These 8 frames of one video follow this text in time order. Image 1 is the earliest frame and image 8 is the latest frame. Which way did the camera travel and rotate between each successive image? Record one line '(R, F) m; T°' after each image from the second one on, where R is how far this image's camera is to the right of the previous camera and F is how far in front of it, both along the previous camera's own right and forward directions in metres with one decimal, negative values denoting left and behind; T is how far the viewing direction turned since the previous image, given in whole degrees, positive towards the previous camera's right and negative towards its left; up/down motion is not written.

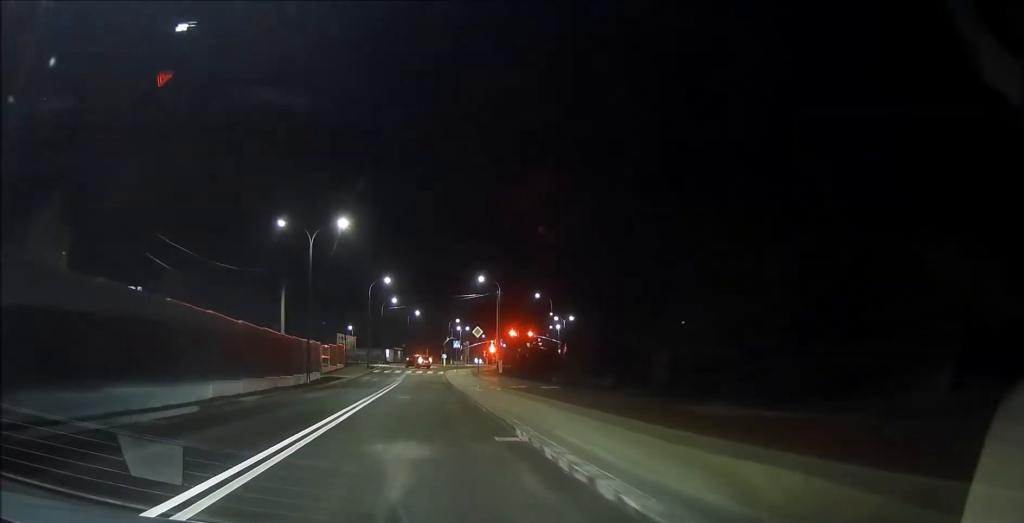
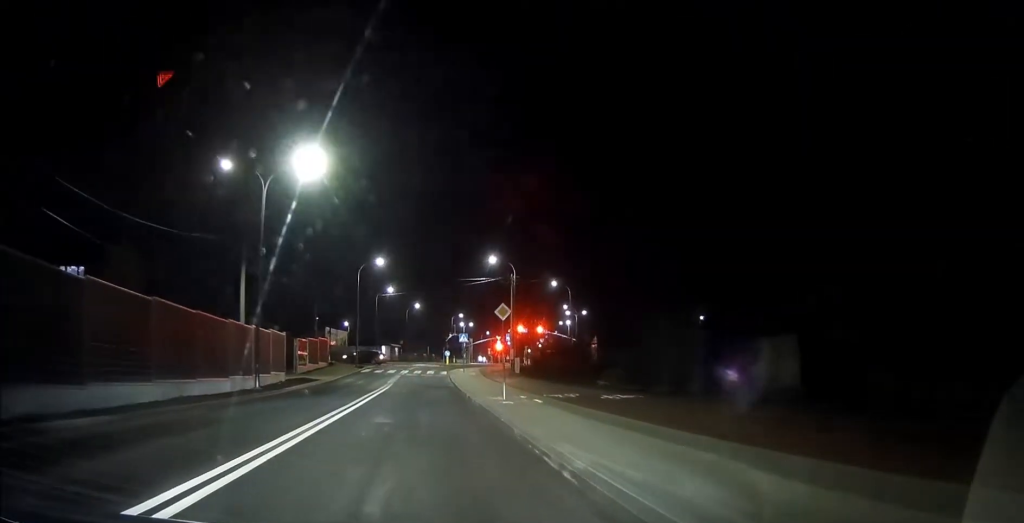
(-0.1, +11.9) m; -1°
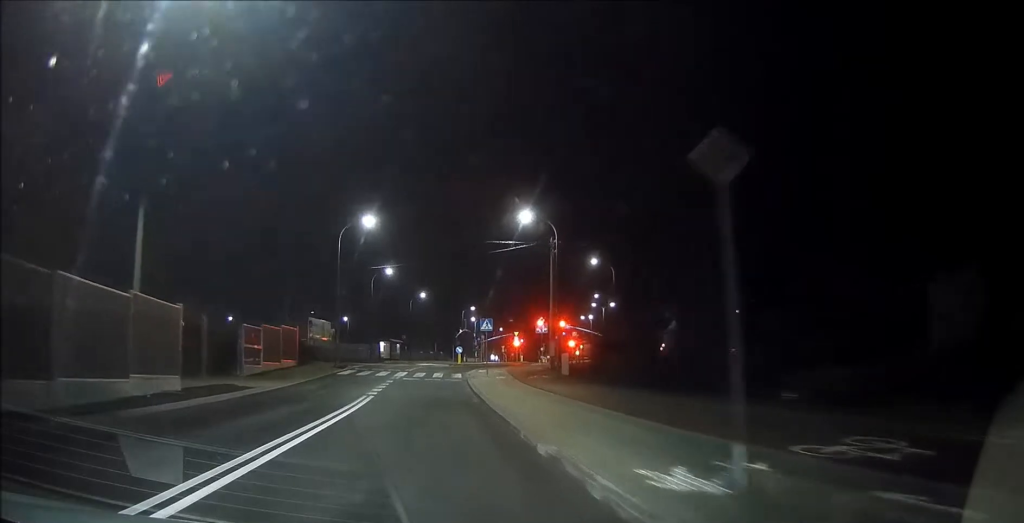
(+0.1, +15.8) m; +1°
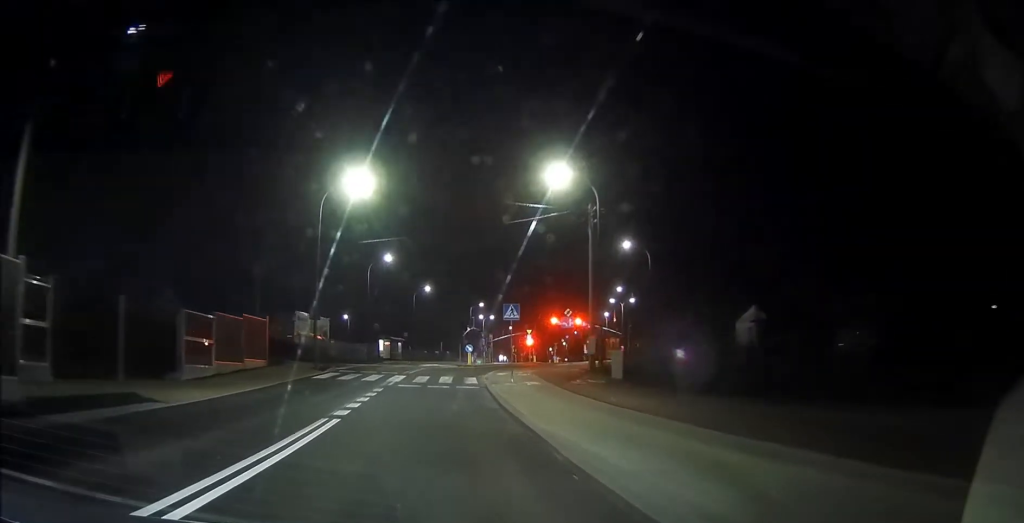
(0.0, +9.1) m; 0°
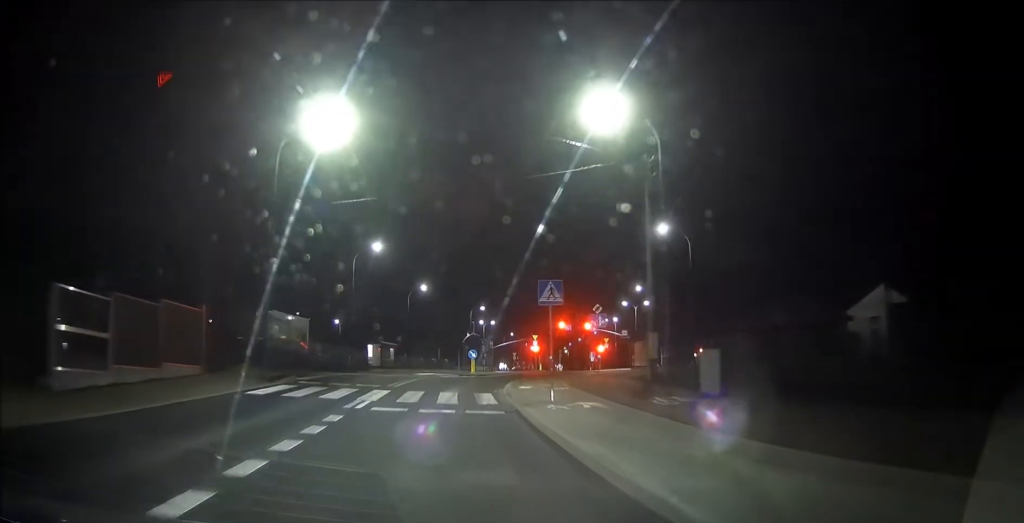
(0.0, +9.5) m; +1°
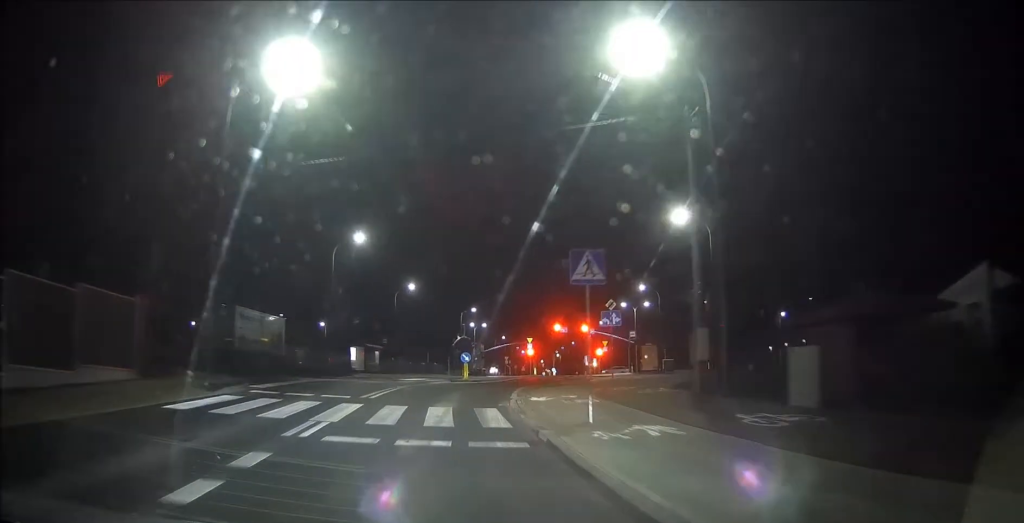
(0.0, +5.4) m; 0°
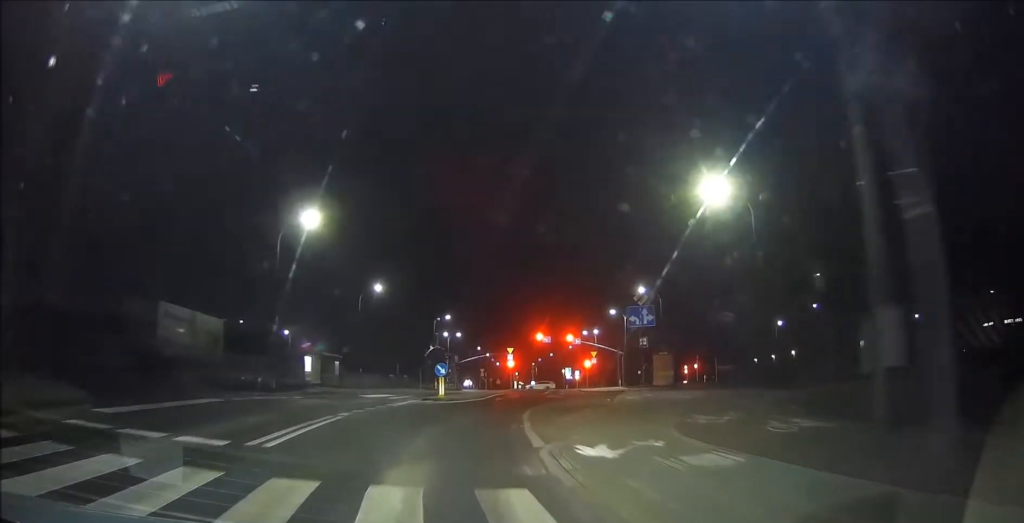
(0.0, +9.4) m; +1°
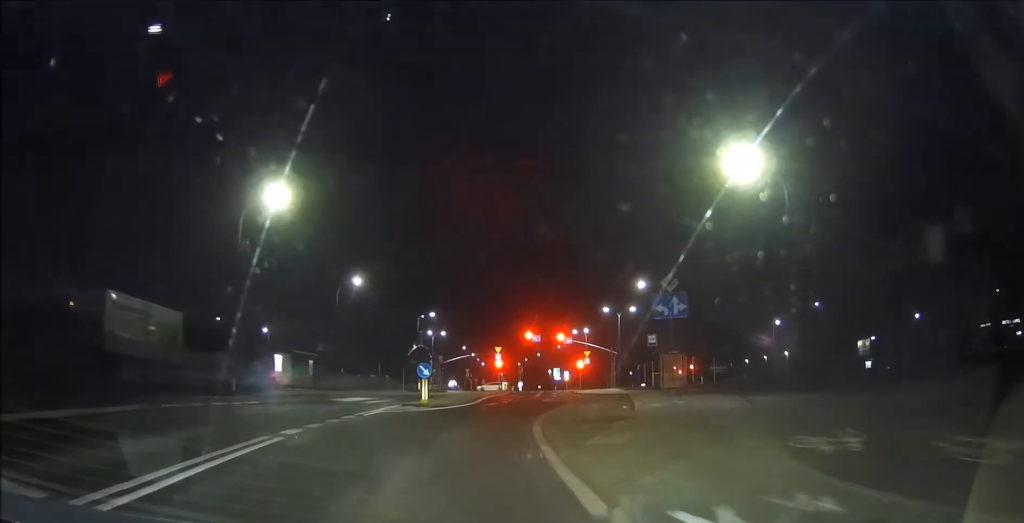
(0.0, +4.9) m; +2°
